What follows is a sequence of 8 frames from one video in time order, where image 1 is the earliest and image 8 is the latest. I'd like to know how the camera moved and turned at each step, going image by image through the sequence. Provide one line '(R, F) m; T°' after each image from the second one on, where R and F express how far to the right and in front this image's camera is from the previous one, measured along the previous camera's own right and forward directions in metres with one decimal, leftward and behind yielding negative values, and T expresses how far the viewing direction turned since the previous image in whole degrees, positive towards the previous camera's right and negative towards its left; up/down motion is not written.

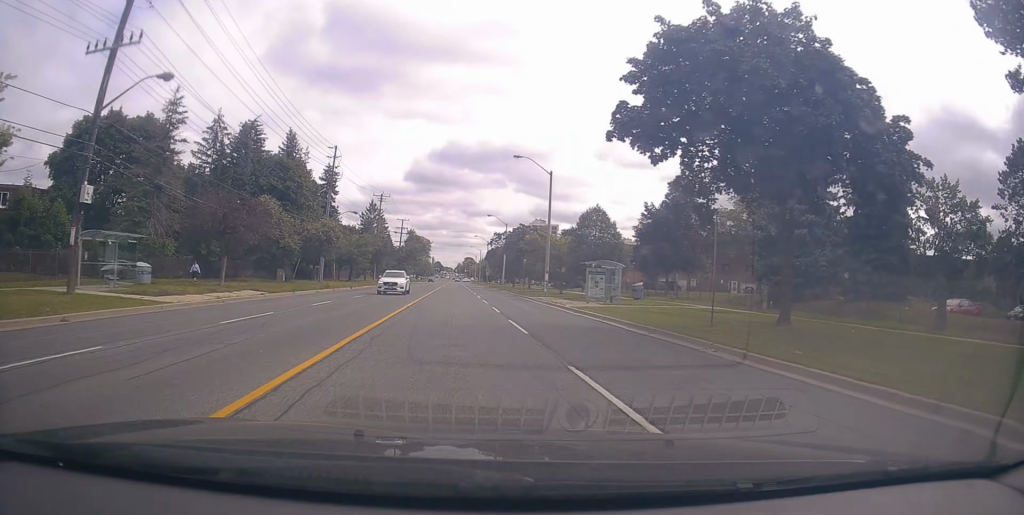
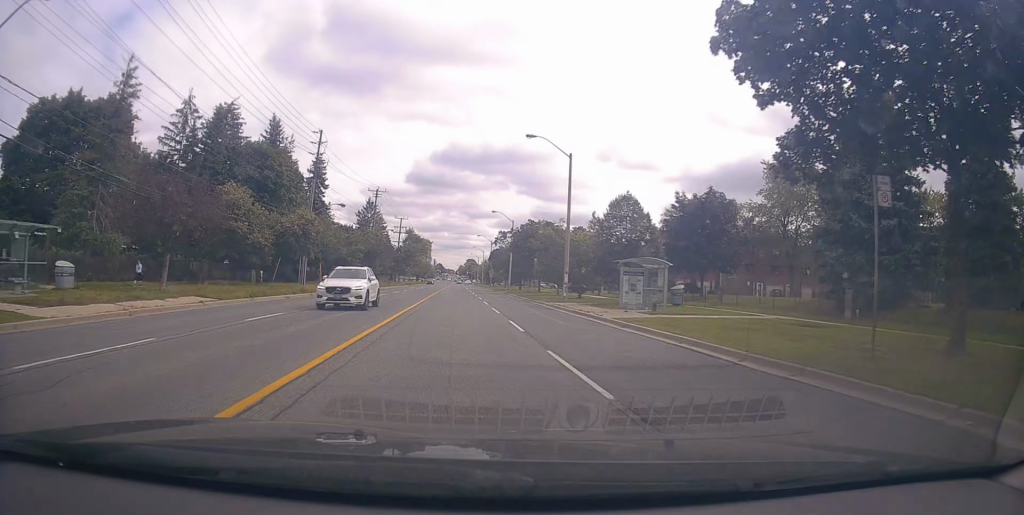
(-0.3, +7.6) m; 0°
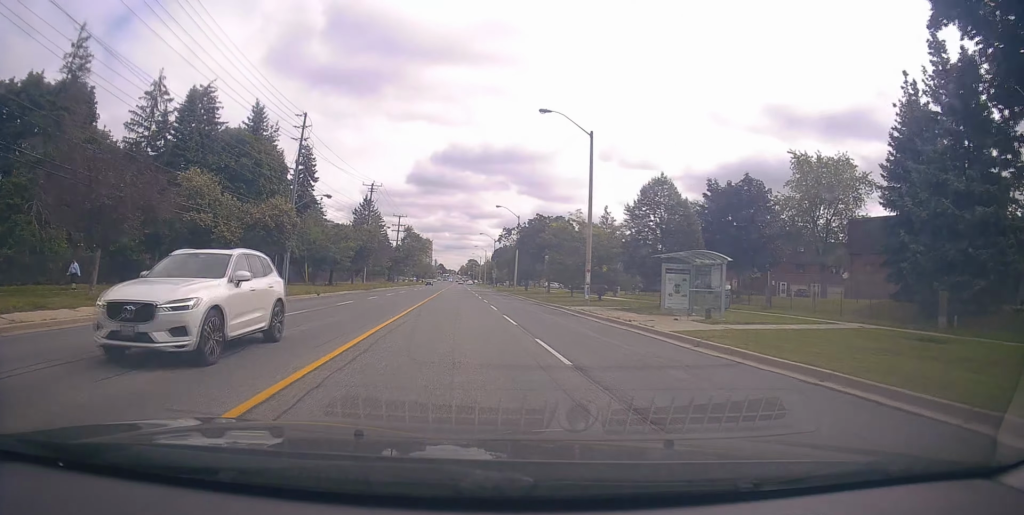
(+0.2, +6.2) m; 0°
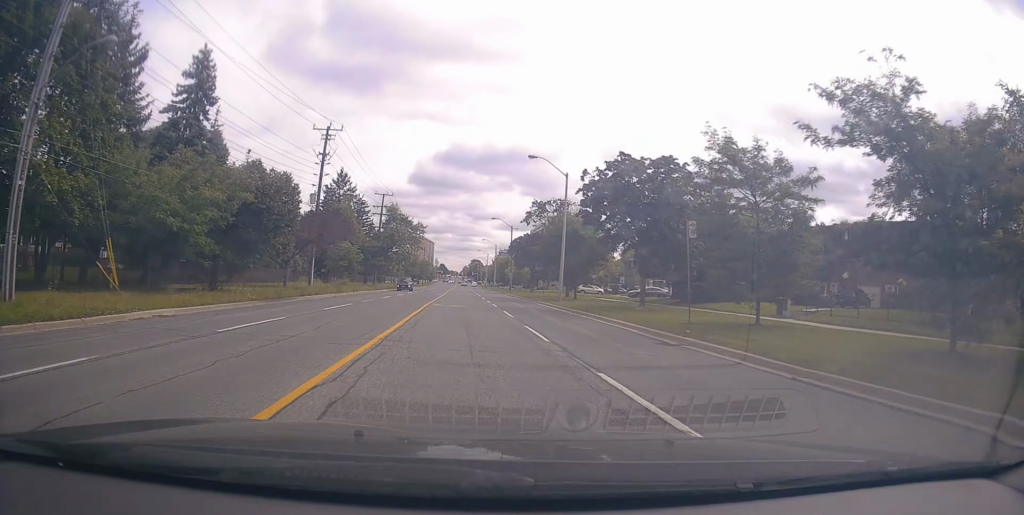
(-0.6, +31.6) m; -1°
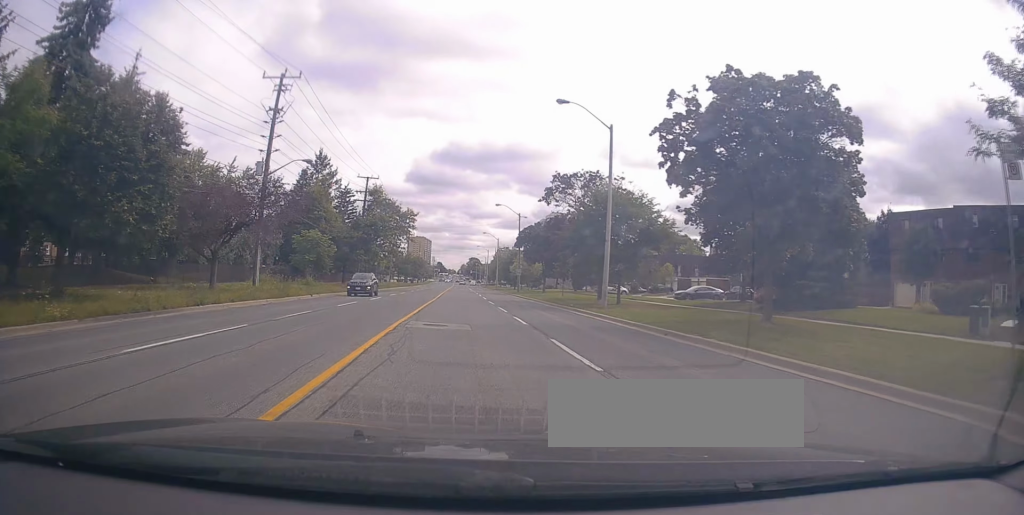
(+0.3, +14.0) m; -1°
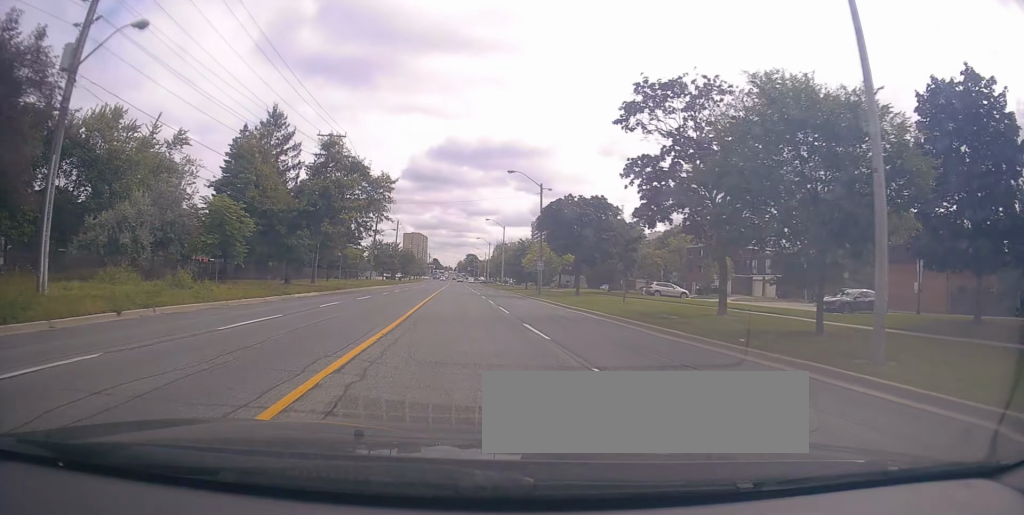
(-0.7, +21.7) m; 0°
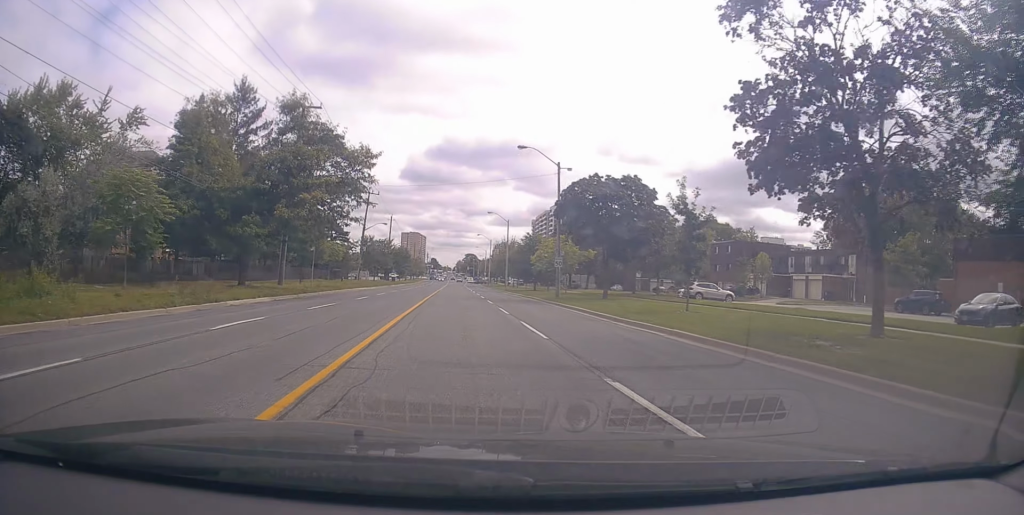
(+0.7, +10.0) m; +2°
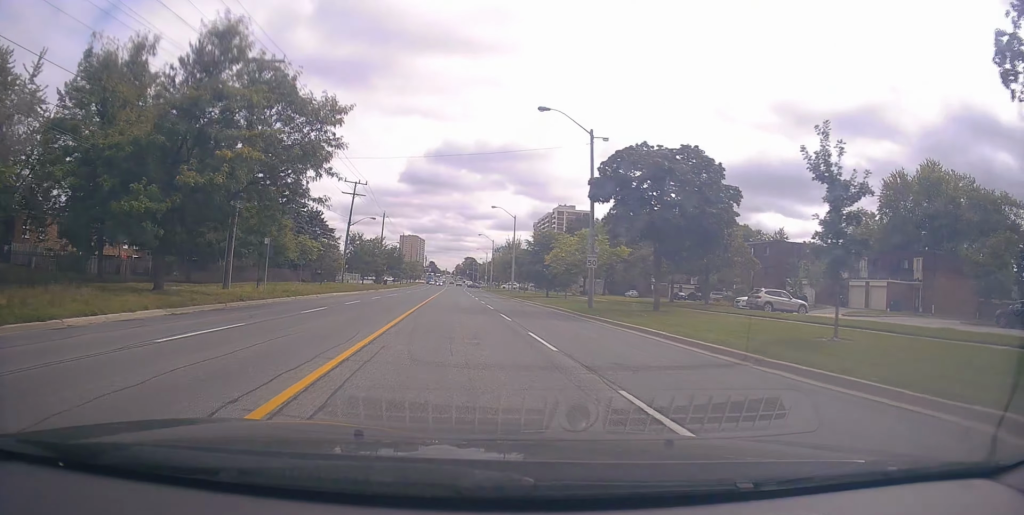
(-0.5, +10.8) m; 0°
